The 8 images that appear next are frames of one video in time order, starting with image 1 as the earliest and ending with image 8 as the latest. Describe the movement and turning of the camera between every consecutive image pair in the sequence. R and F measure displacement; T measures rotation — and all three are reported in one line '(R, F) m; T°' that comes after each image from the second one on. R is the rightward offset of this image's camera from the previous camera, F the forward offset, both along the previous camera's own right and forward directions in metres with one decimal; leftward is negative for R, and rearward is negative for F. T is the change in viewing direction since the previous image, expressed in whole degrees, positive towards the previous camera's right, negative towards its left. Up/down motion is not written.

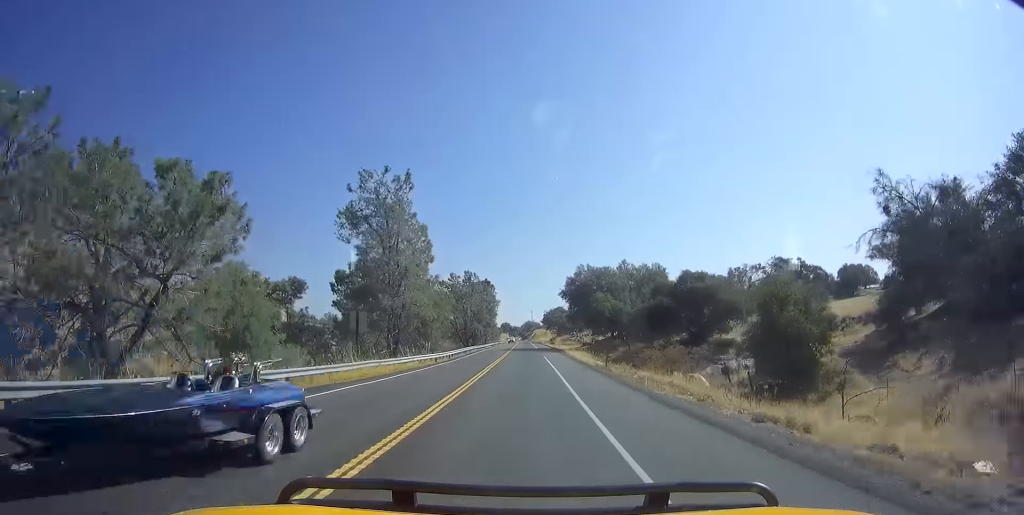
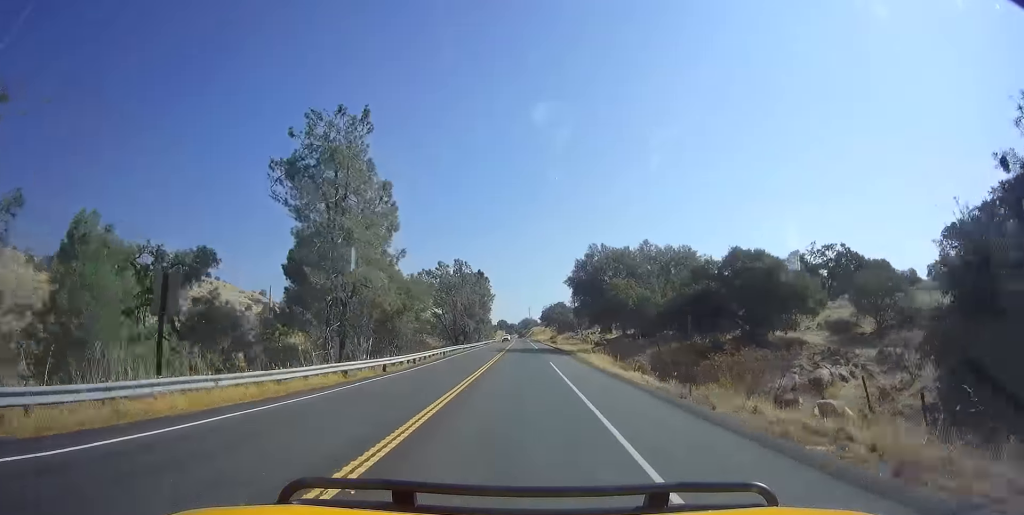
(0.0, +15.1) m; 0°
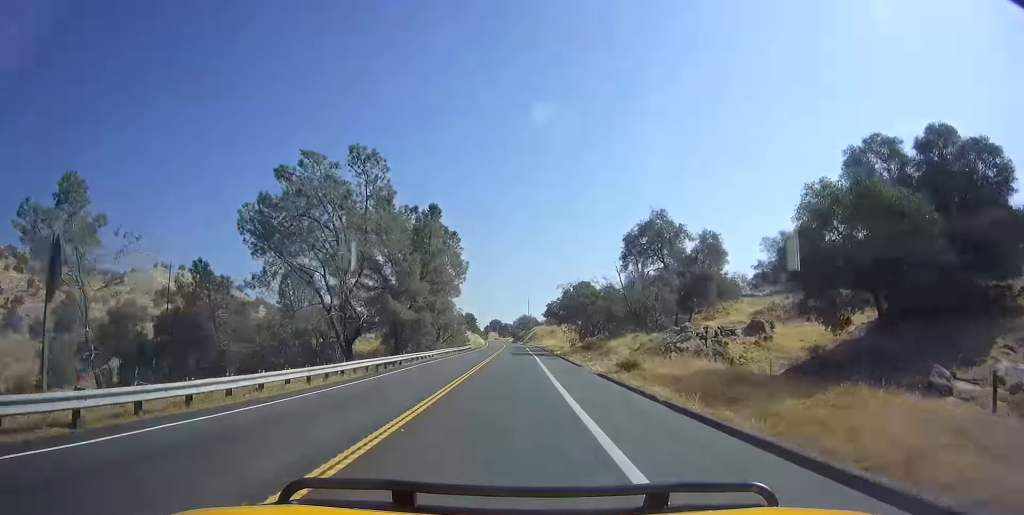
(+1.1, +69.9) m; +1°
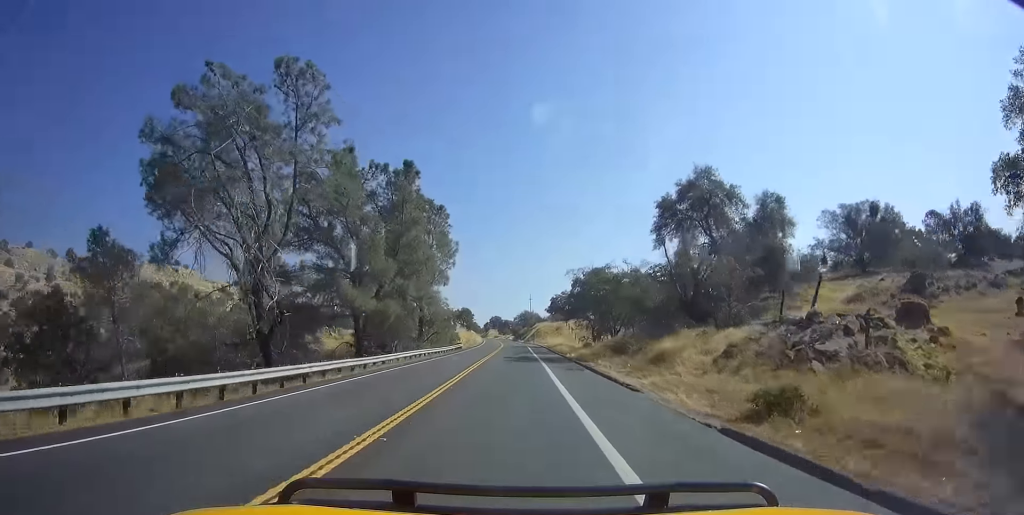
(-0.3, +15.5) m; 0°
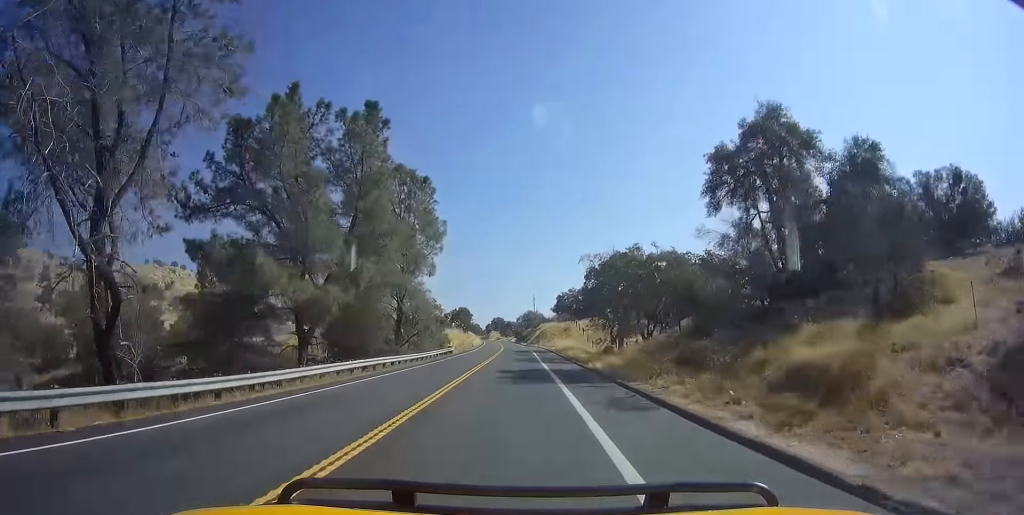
(-0.1, +13.6) m; 0°
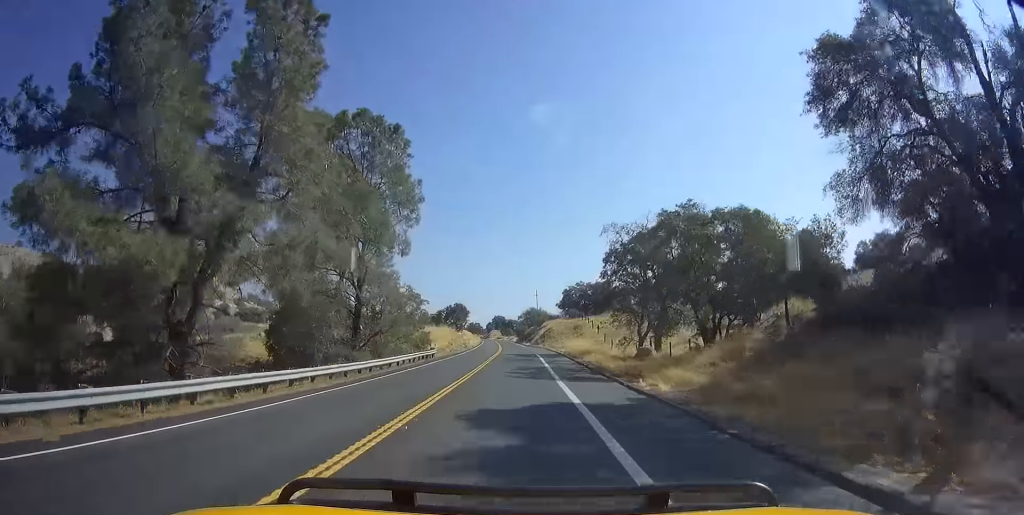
(+0.4, +14.5) m; 0°
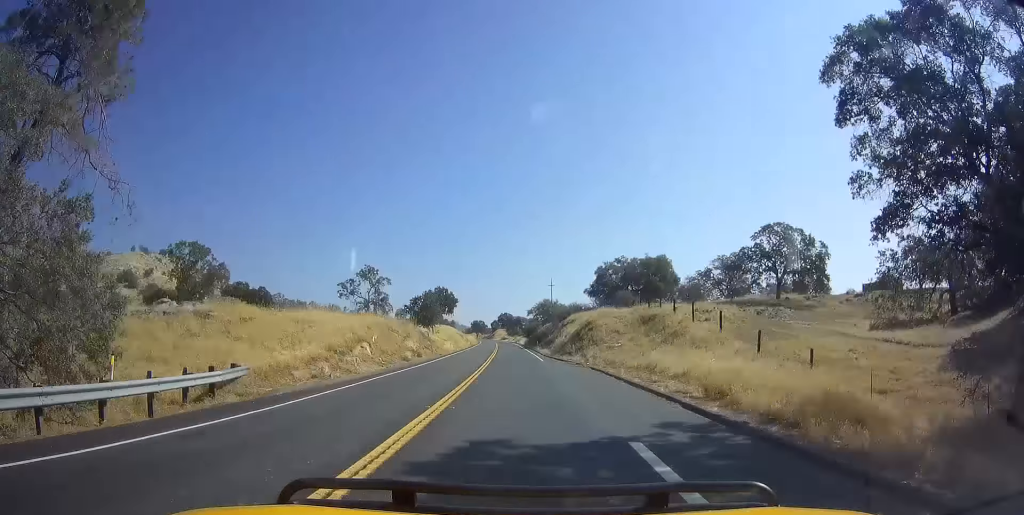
(-1.0, +41.2) m; -3°
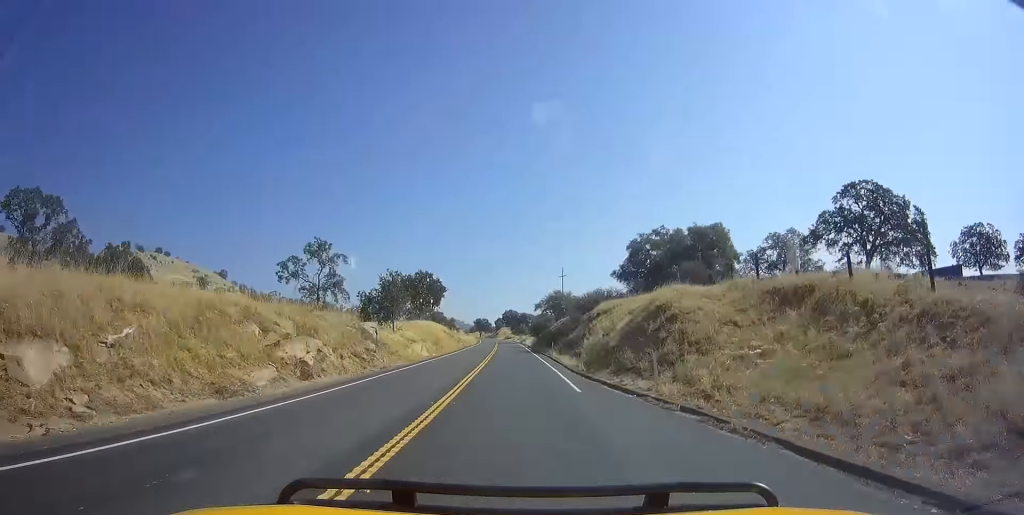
(-0.4, +21.3) m; -1°
